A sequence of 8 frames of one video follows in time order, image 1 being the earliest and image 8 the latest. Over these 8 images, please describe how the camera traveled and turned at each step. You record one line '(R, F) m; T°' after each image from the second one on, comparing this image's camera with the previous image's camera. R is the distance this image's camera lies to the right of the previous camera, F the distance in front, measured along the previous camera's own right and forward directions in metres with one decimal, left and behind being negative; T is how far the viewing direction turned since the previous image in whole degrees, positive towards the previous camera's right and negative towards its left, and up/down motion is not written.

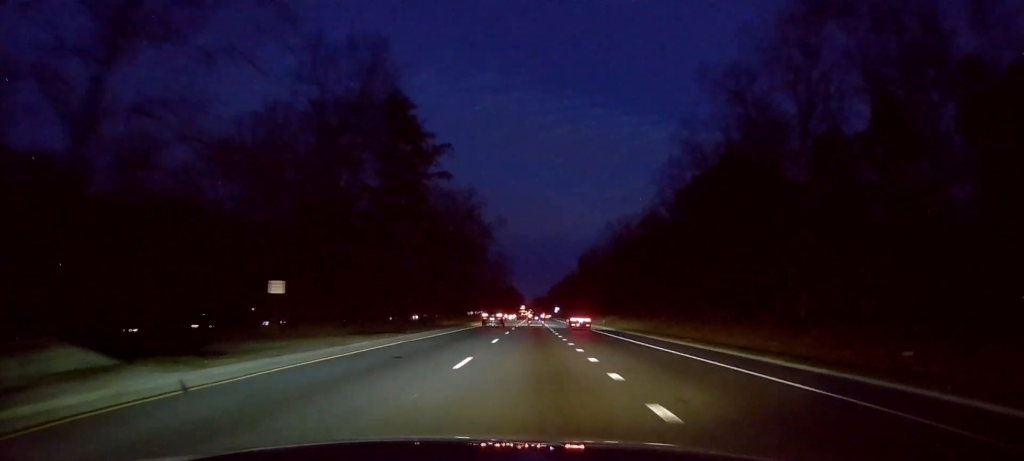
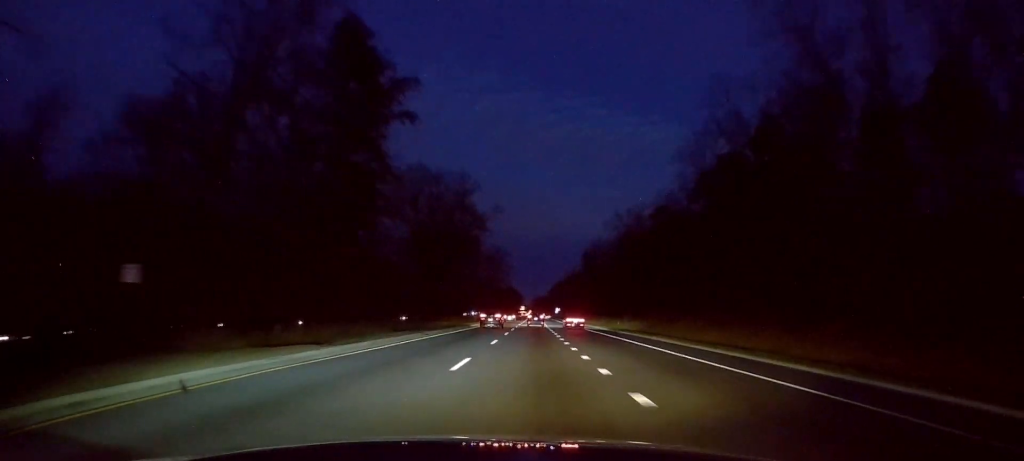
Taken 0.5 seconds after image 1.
(+0.1, +12.2) m; 0°
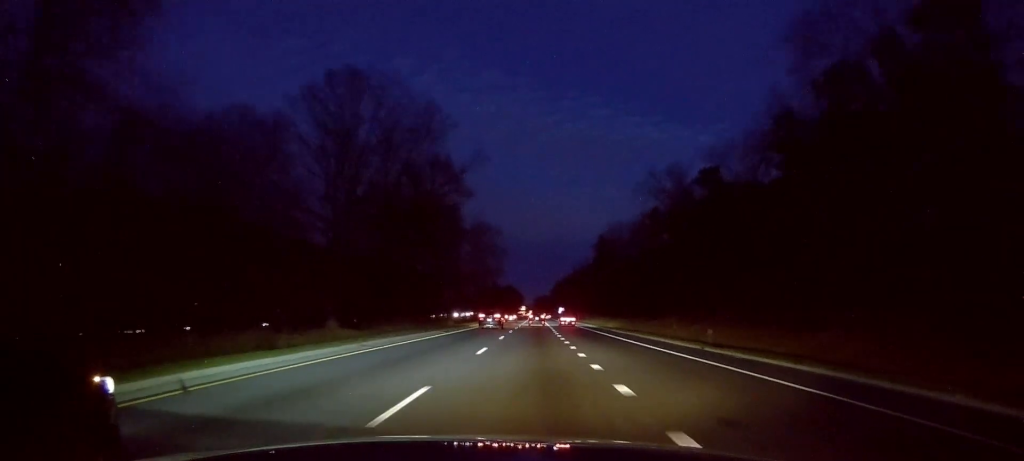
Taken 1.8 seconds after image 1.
(-0.7, +30.3) m; -1°
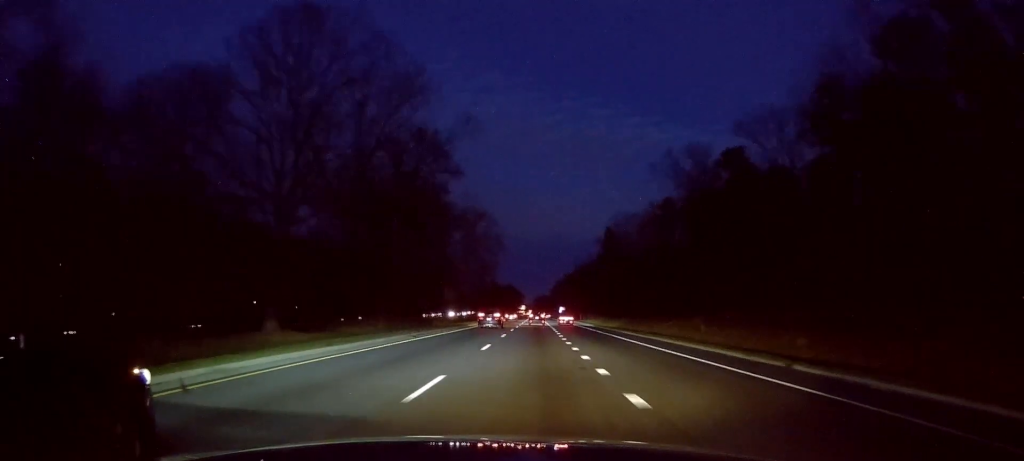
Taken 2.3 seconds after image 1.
(0.0, +10.2) m; 0°
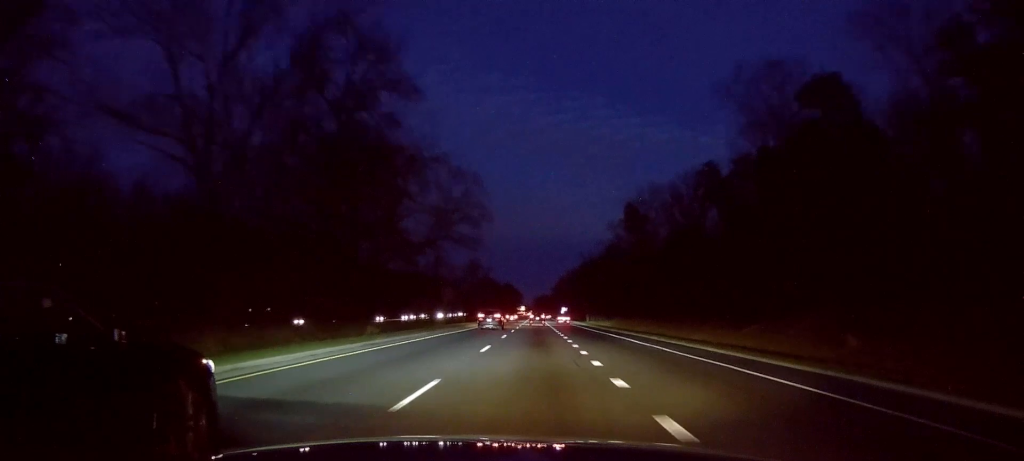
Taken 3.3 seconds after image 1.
(0.0, +25.5) m; 0°
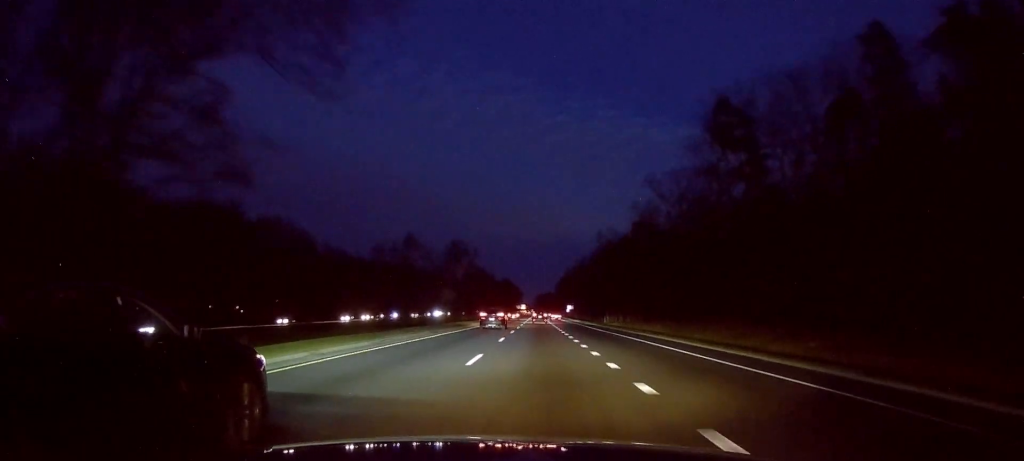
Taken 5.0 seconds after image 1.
(+0.2, +42.0) m; 0°
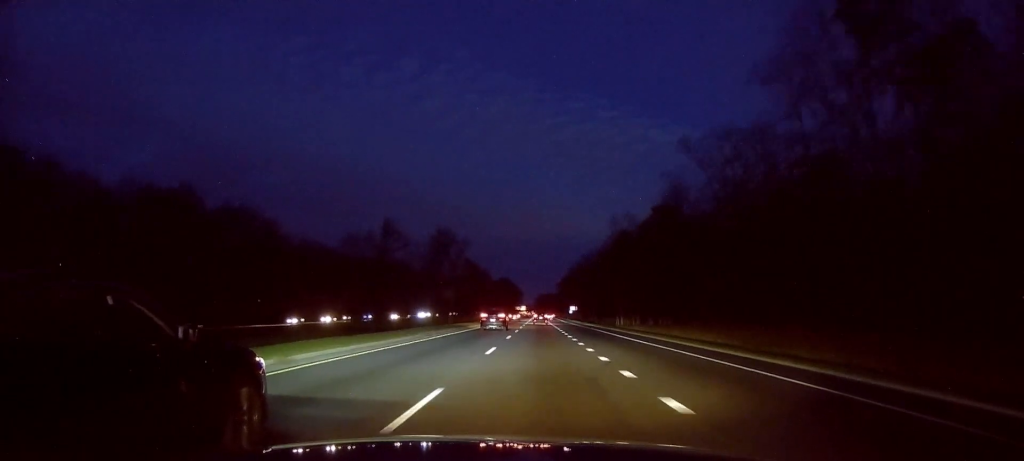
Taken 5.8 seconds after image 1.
(-0.1, +20.2) m; -1°
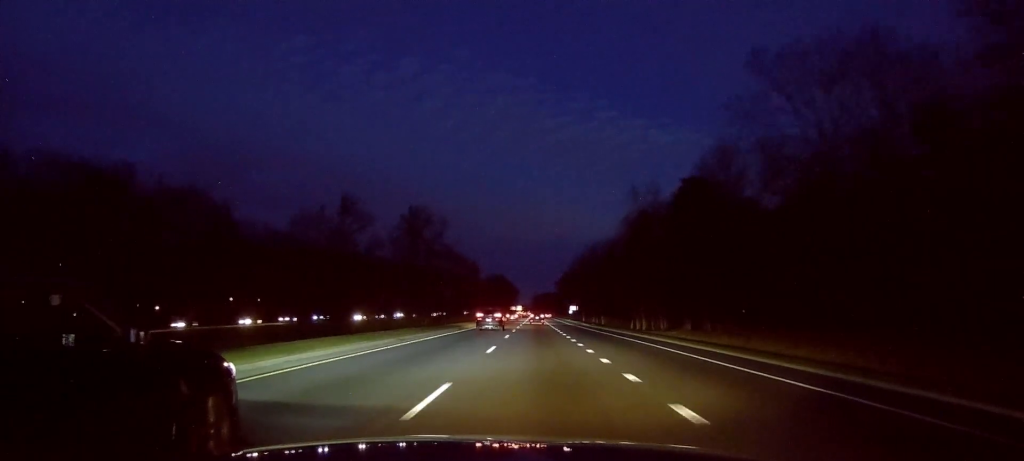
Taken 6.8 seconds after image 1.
(-0.2, +23.7) m; 0°
